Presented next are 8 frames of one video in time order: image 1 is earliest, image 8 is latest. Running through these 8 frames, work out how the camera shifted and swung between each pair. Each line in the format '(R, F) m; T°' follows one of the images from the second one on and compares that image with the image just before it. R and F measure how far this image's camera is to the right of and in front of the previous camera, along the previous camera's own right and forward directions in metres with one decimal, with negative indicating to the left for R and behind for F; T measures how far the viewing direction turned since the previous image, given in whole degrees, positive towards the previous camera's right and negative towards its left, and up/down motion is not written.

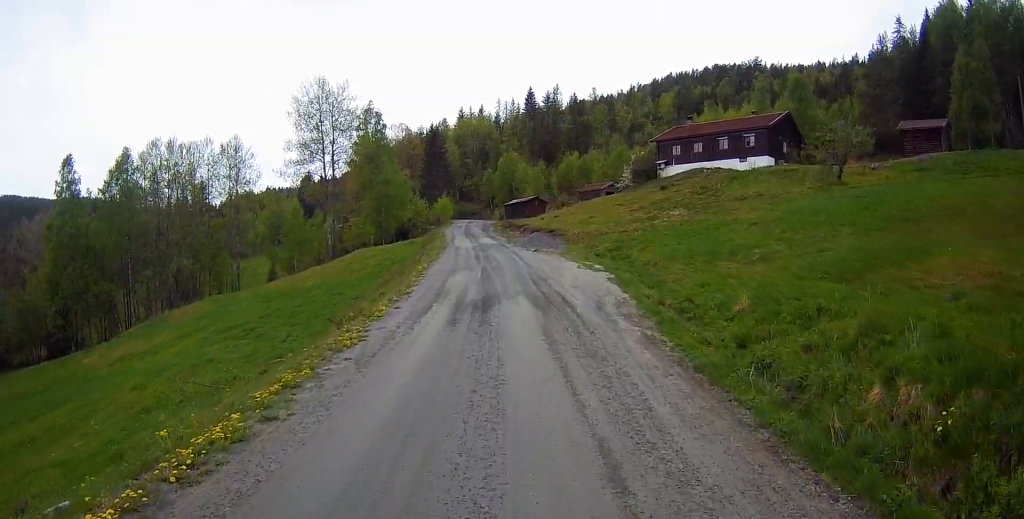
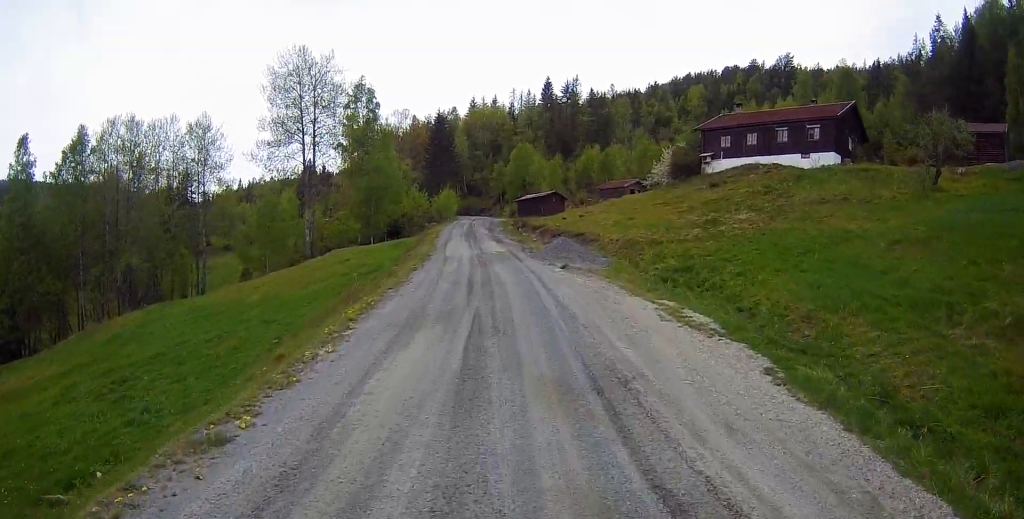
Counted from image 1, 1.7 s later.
(0.0, +11.9) m; -1°
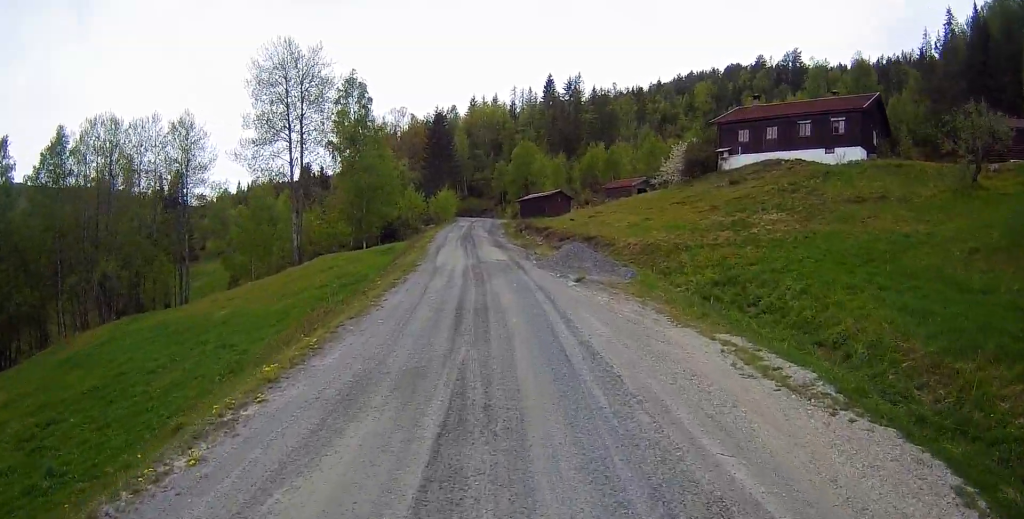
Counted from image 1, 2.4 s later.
(-0.3, +4.2) m; +1°
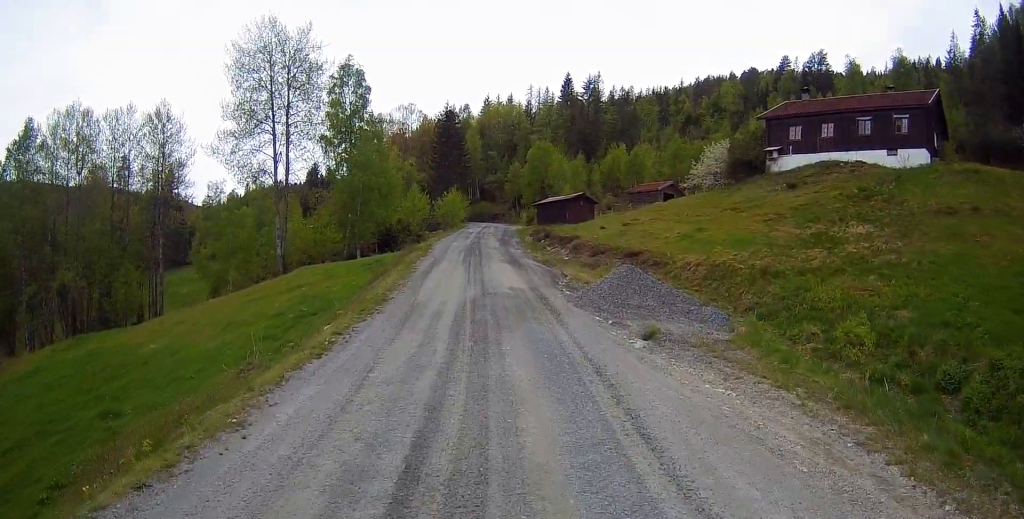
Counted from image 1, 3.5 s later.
(+0.4, +7.7) m; -2°
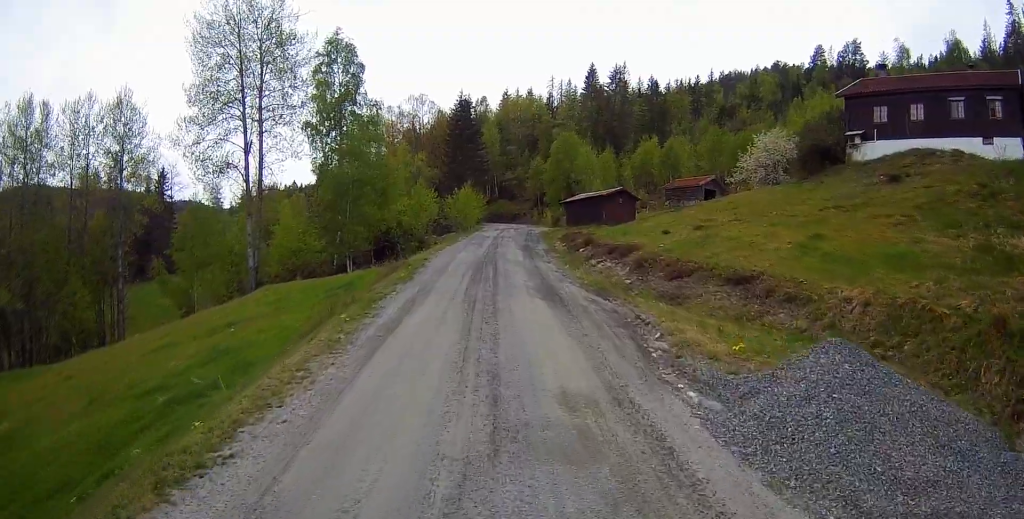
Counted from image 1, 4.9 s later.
(-0.7, +10.0) m; -2°
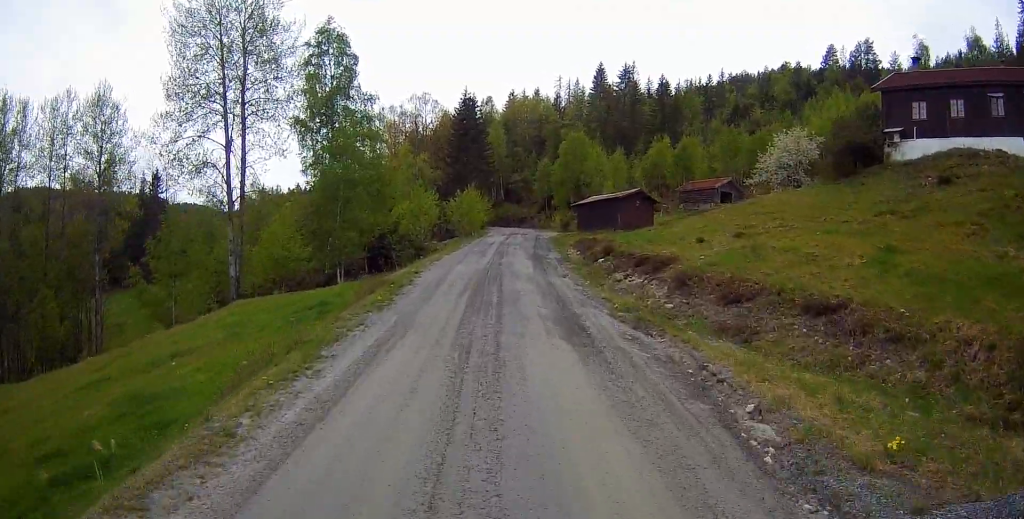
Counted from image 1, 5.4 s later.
(0.0, +4.1) m; +1°
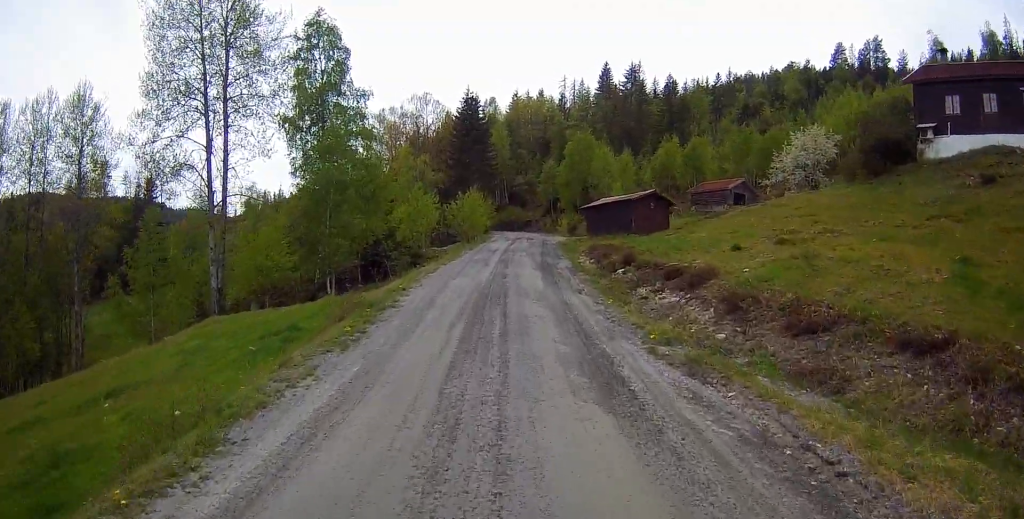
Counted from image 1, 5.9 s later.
(+0.1, +3.3) m; 0°
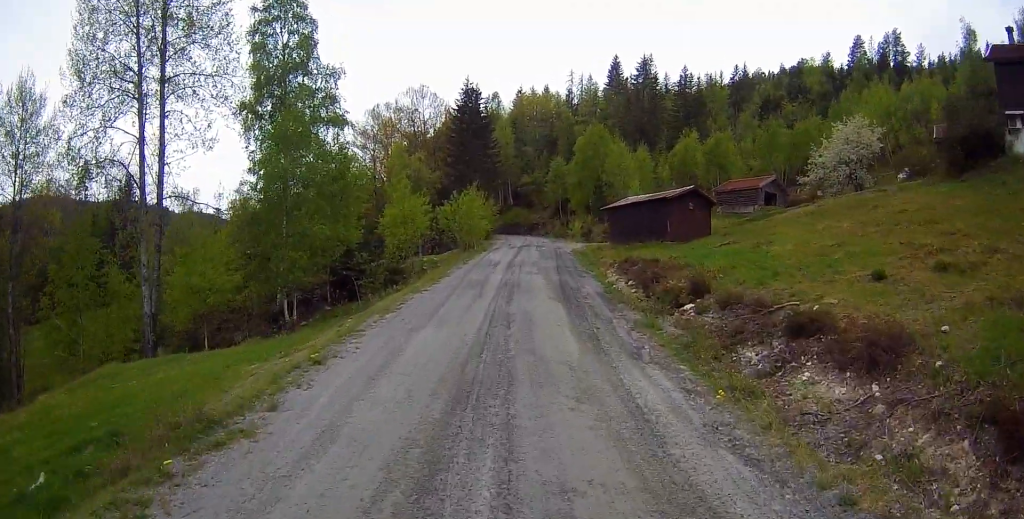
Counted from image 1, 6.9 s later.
(0.0, +7.7) m; -1°
